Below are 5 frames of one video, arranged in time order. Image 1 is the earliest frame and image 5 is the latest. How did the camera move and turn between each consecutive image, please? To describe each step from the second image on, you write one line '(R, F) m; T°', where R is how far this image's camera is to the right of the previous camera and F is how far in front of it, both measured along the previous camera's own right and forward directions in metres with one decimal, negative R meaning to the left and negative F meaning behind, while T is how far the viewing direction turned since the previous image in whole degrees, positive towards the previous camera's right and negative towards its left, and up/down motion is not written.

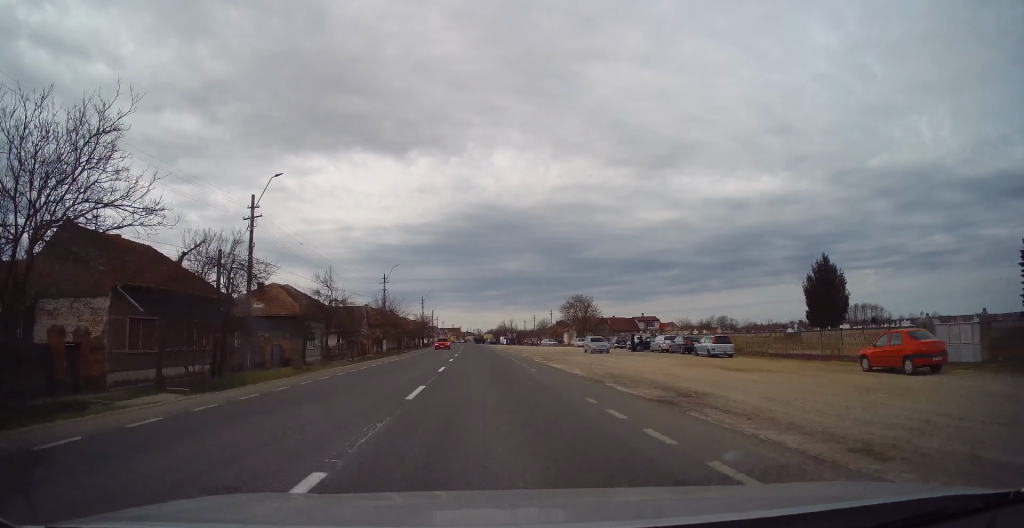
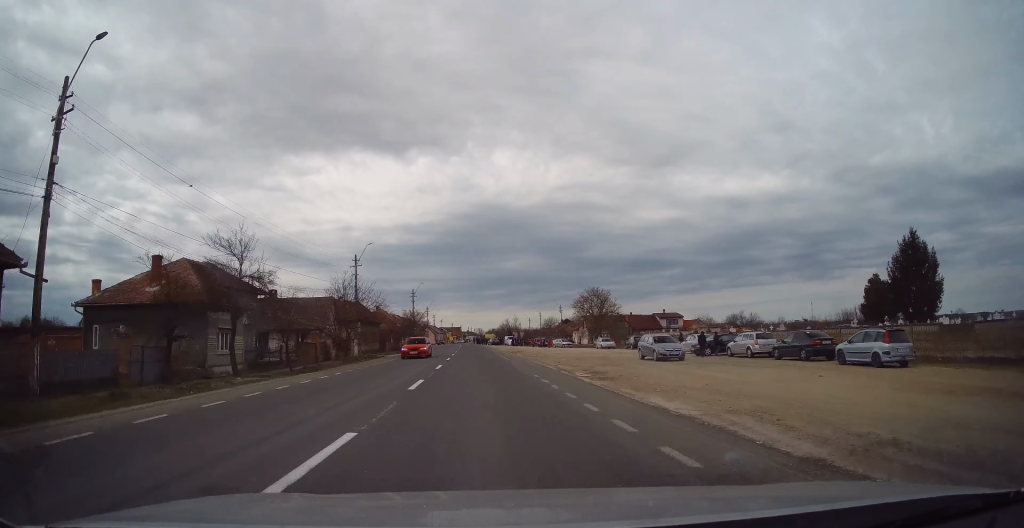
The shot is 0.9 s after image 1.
(0.0, +16.0) m; -1°
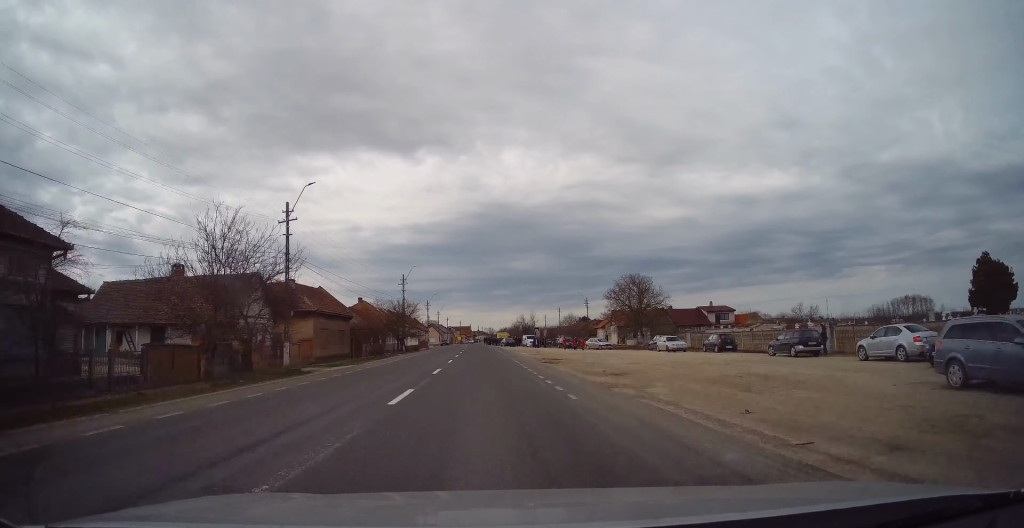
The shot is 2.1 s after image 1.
(-0.6, +21.6) m; -1°
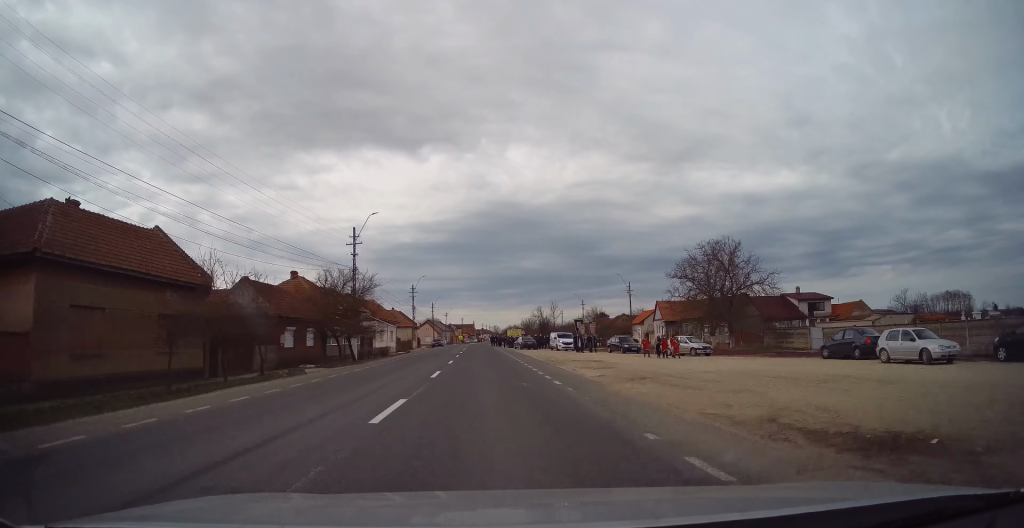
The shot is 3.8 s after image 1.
(0.0, +28.8) m; +1°
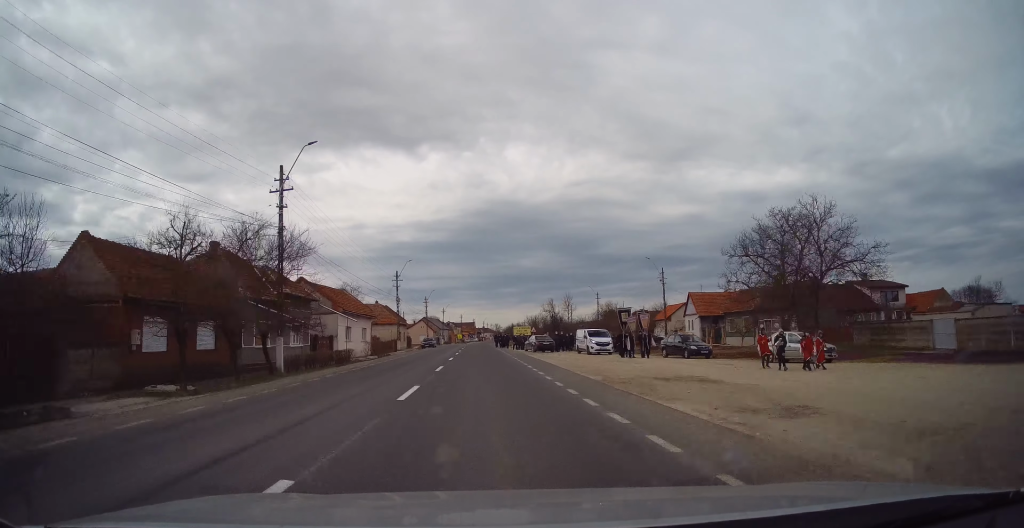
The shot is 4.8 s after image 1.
(+0.1, +15.0) m; 0°
